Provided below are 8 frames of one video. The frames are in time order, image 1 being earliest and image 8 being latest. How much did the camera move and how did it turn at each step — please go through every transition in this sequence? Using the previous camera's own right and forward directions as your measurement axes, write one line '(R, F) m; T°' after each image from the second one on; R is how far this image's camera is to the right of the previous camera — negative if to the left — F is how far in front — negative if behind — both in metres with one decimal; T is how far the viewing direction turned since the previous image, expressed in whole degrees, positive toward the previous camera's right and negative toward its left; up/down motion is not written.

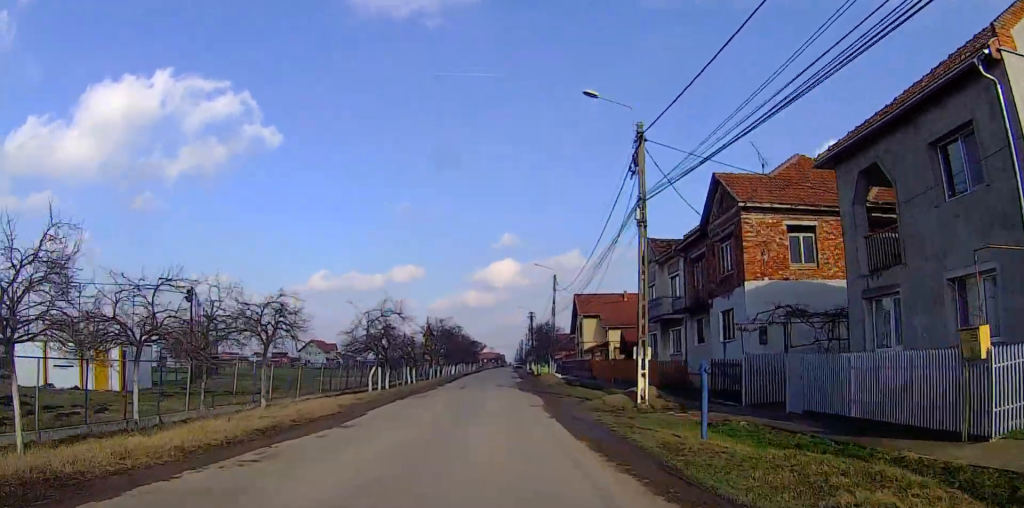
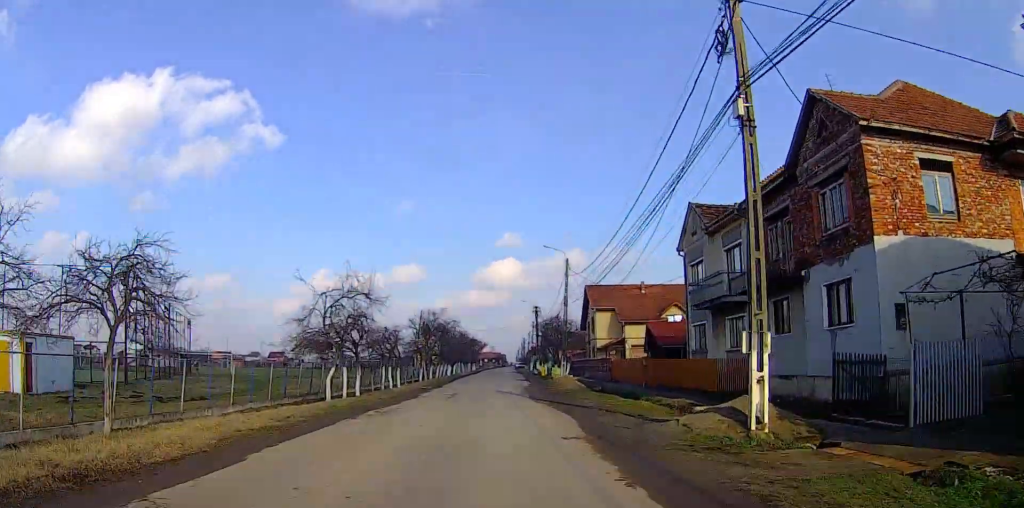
(0.0, +9.6) m; 0°
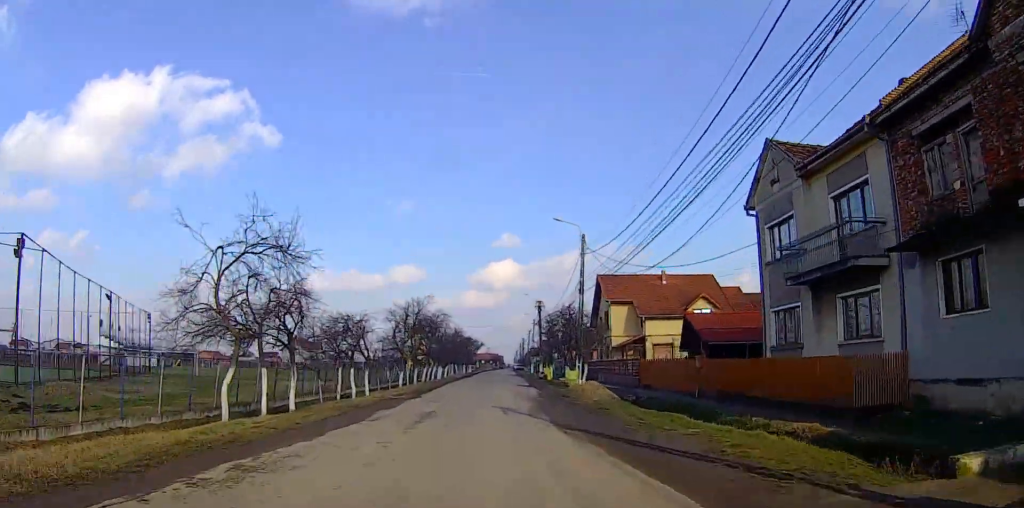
(-0.1, +9.6) m; 0°
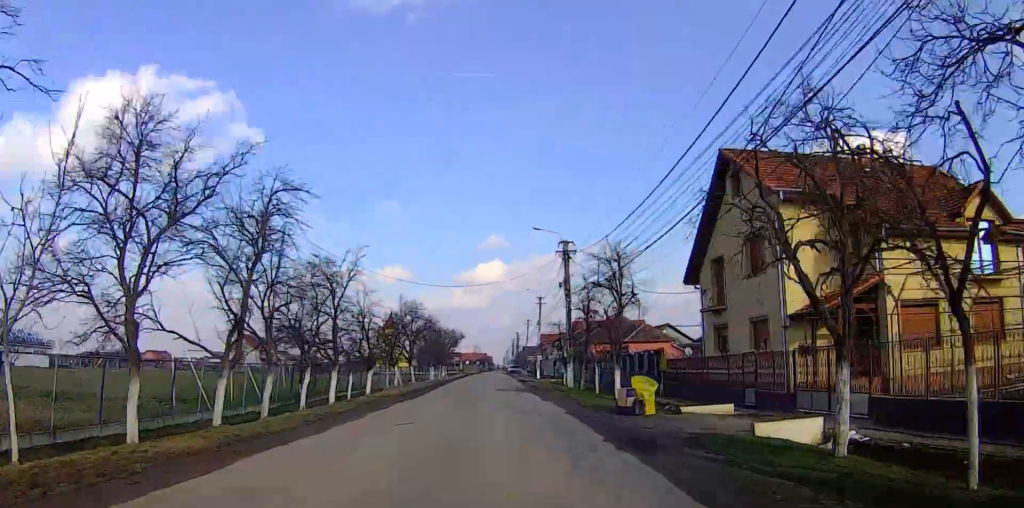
(+0.6, +37.2) m; +1°
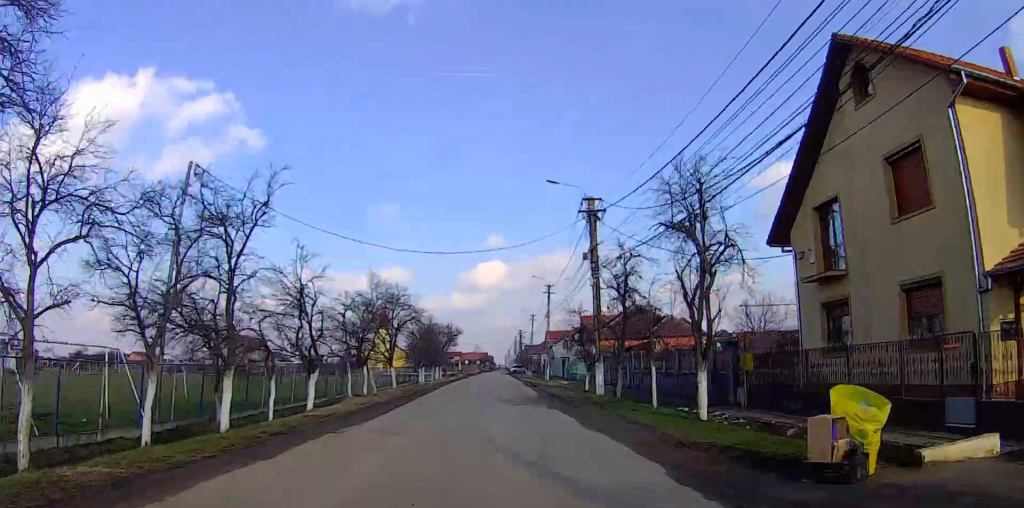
(0.0, +9.8) m; 0°
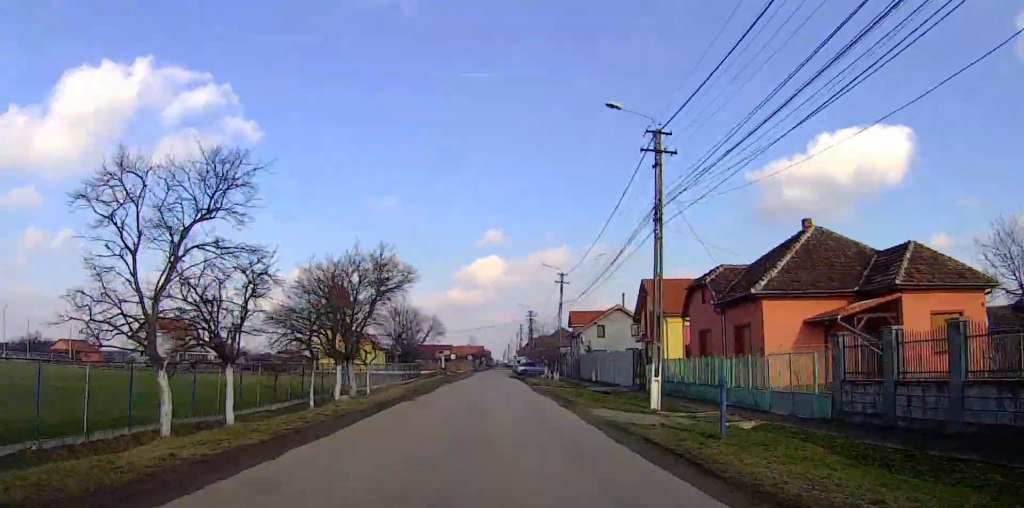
(-0.9, +41.4) m; -1°
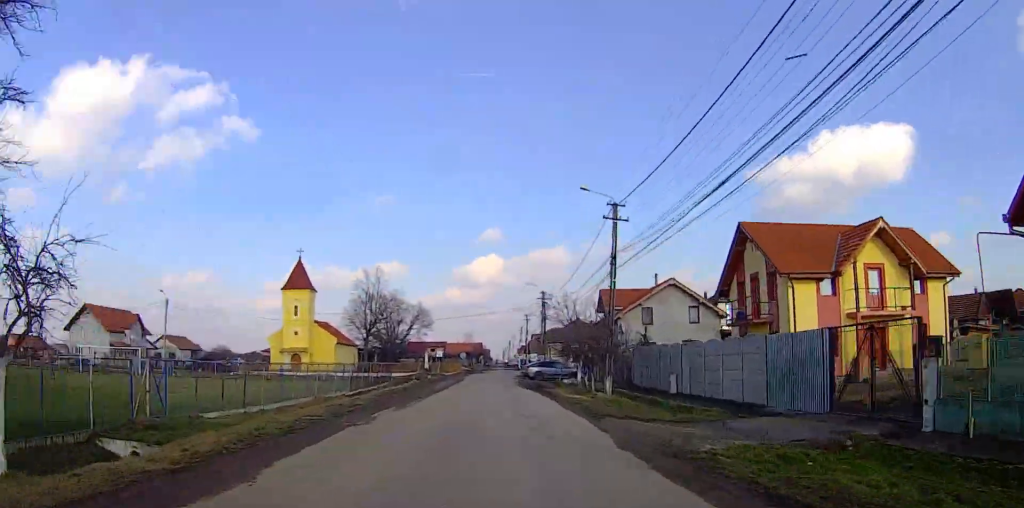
(+0.5, +23.4) m; +1°
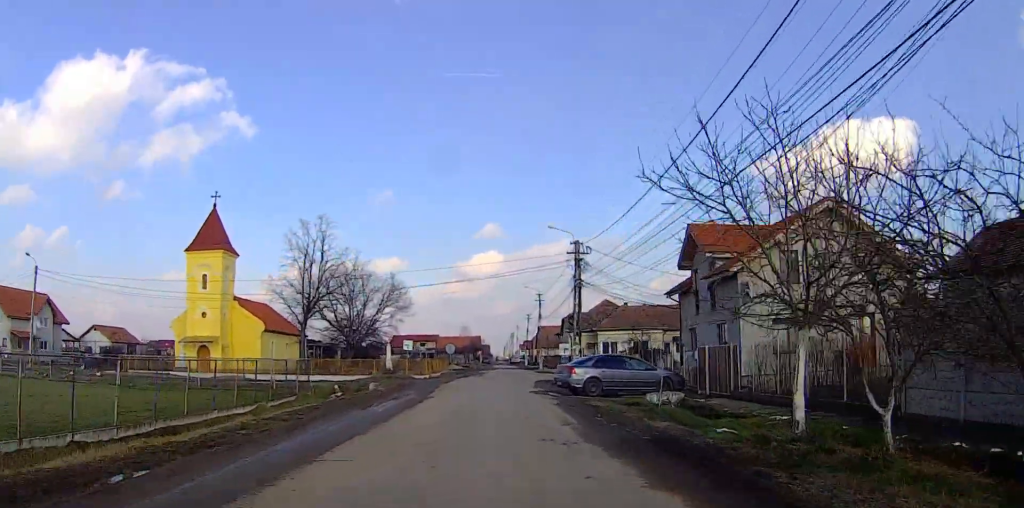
(-0.1, +24.4) m; -3°
